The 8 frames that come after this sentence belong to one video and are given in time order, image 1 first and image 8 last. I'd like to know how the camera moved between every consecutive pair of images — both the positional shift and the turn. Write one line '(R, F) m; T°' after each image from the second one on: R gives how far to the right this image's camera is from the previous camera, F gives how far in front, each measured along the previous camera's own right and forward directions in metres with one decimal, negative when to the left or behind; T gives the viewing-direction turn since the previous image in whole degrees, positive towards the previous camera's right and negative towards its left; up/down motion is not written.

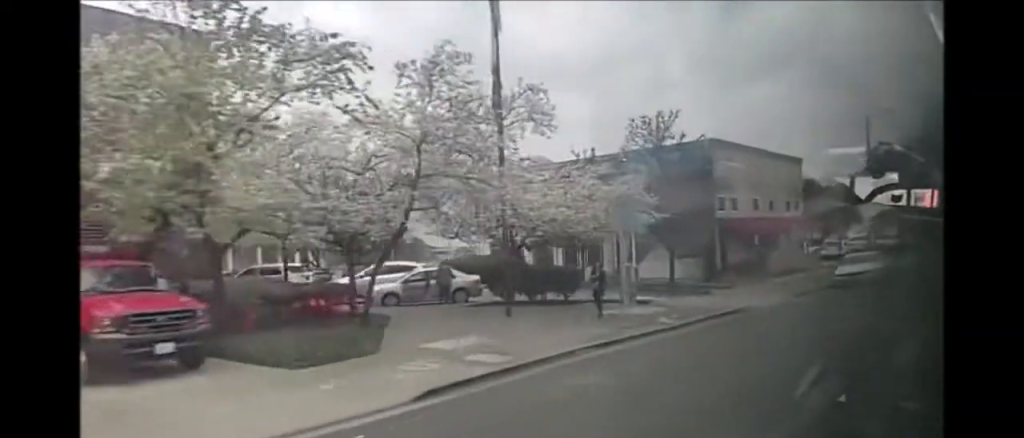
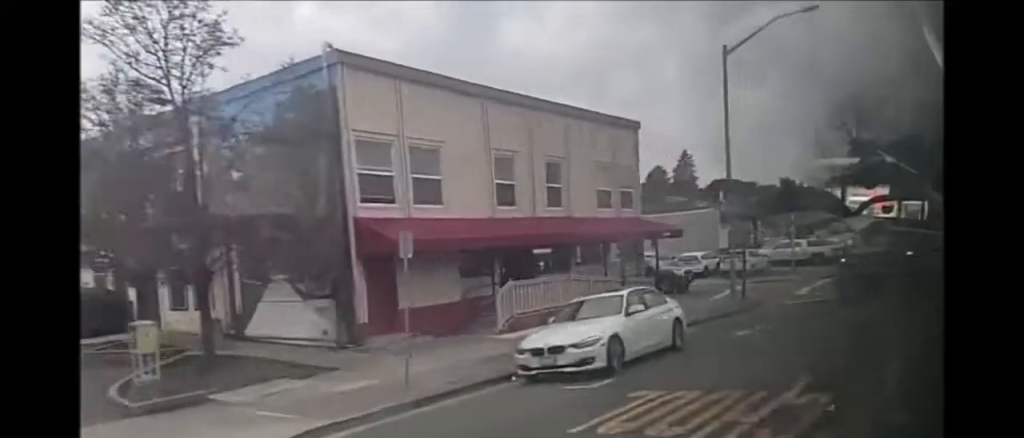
(+0.1, +22.1) m; +1°
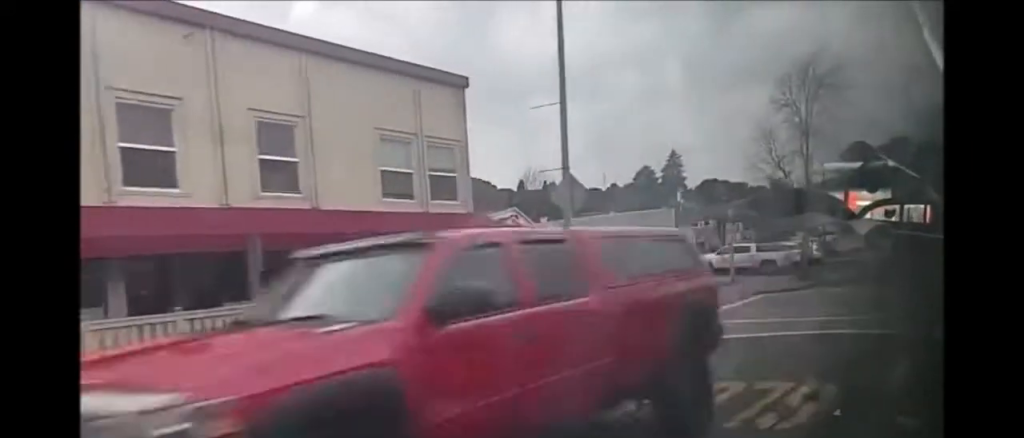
(-0.1, +10.6) m; 0°
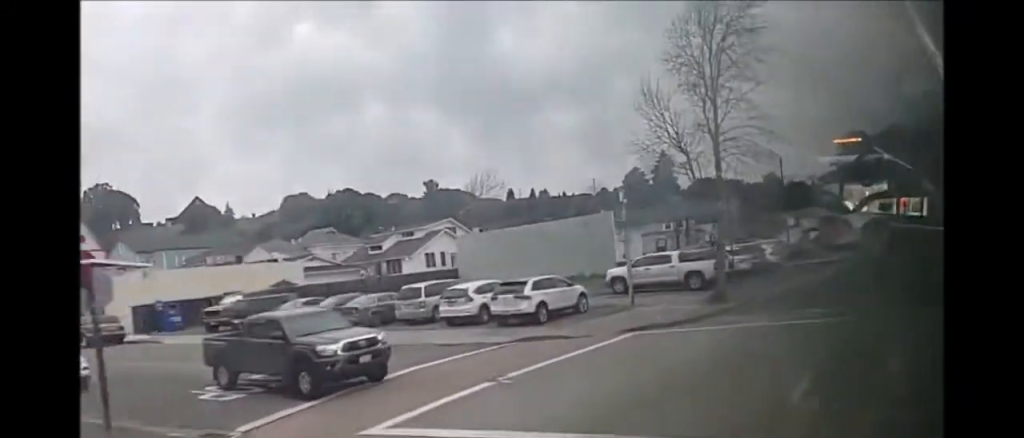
(+0.1, +12.1) m; +2°
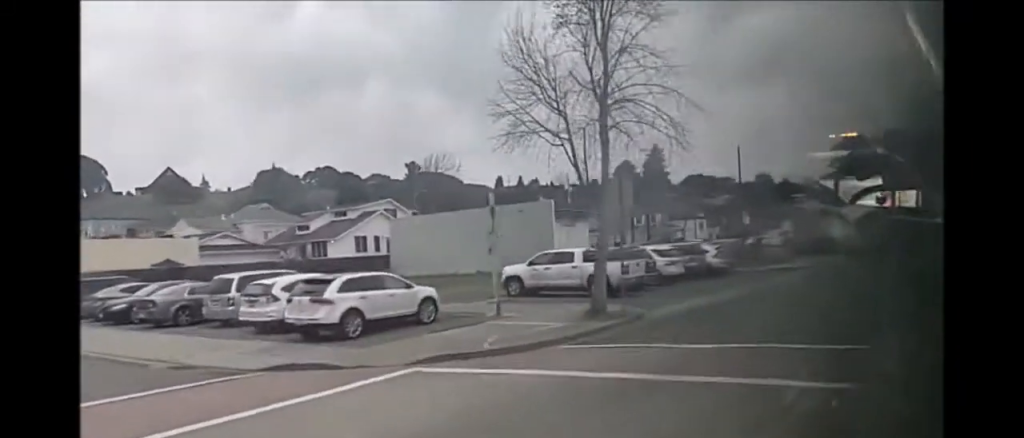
(+0.2, +8.4) m; 0°
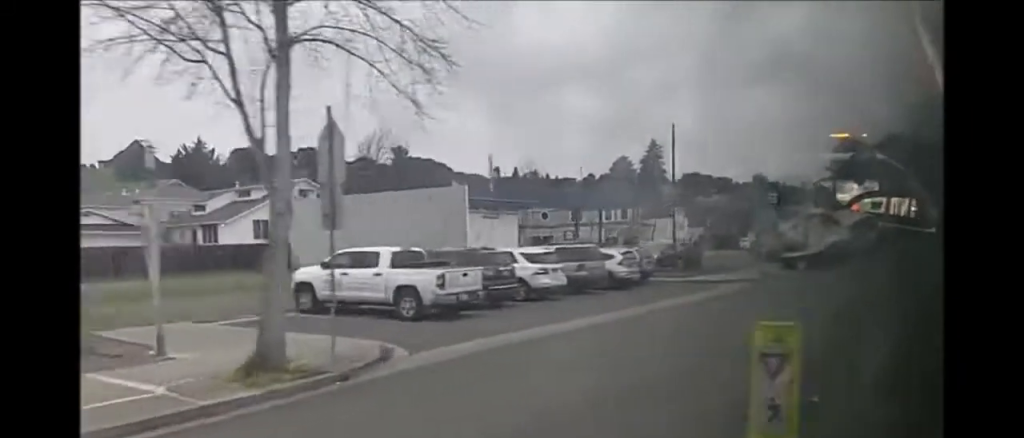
(+0.1, +10.3) m; -1°
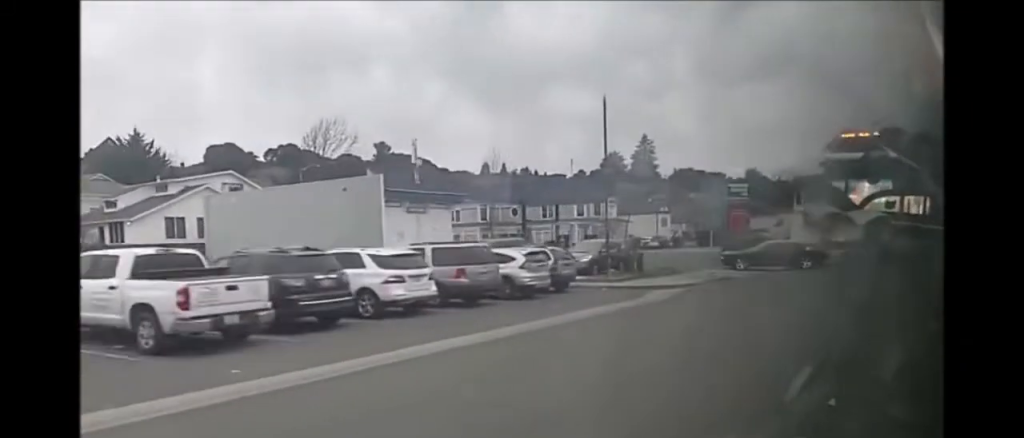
(-0.1, +6.1) m; -2°
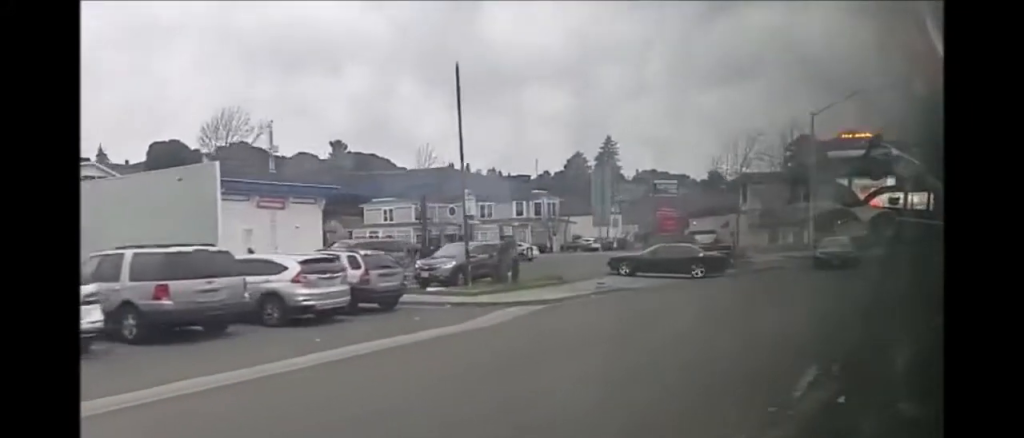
(-0.2, +7.9) m; +1°
